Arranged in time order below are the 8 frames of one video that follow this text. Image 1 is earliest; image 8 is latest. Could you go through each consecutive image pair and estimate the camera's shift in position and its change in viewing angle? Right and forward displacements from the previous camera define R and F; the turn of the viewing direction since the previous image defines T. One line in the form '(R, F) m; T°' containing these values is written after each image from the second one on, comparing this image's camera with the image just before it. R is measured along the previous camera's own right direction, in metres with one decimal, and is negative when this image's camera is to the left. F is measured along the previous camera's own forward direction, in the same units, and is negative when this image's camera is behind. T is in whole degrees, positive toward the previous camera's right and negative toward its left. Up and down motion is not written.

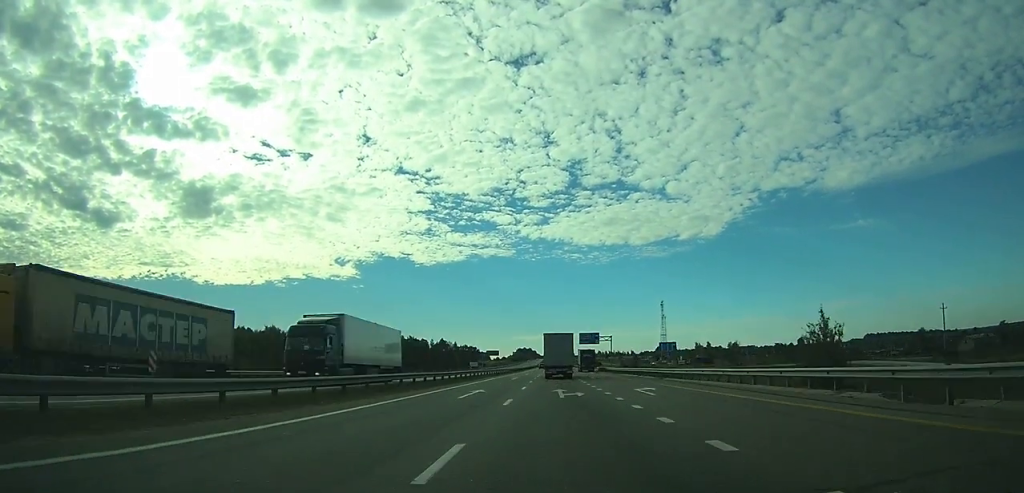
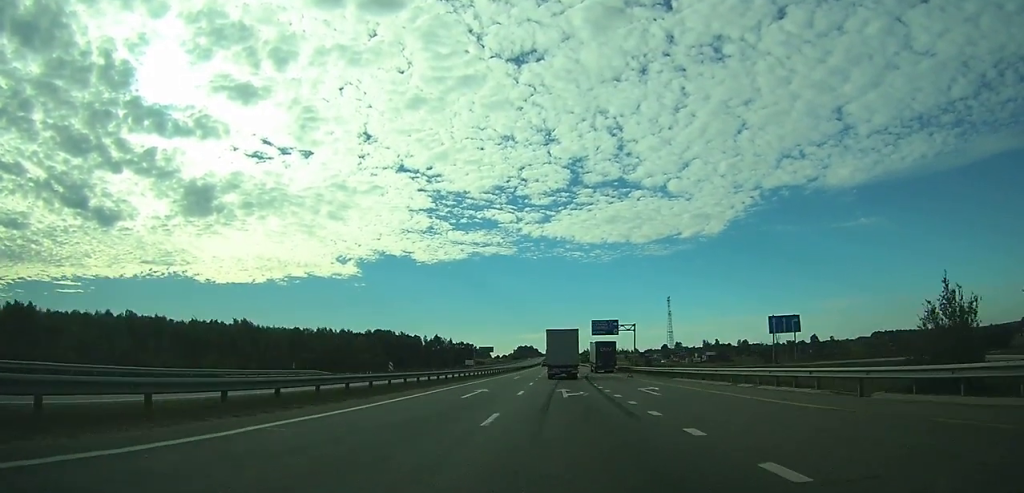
(0.0, +30.2) m; 0°
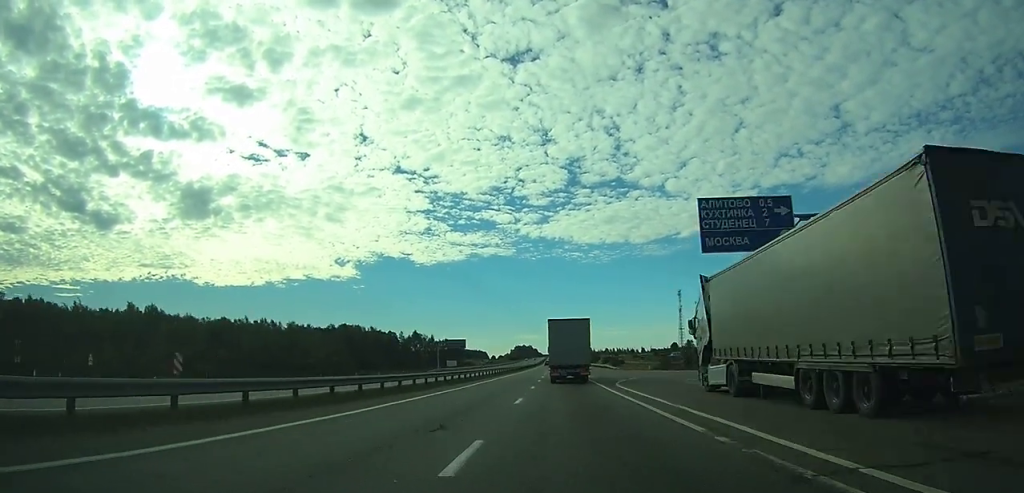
(-0.1, +64.7) m; 0°
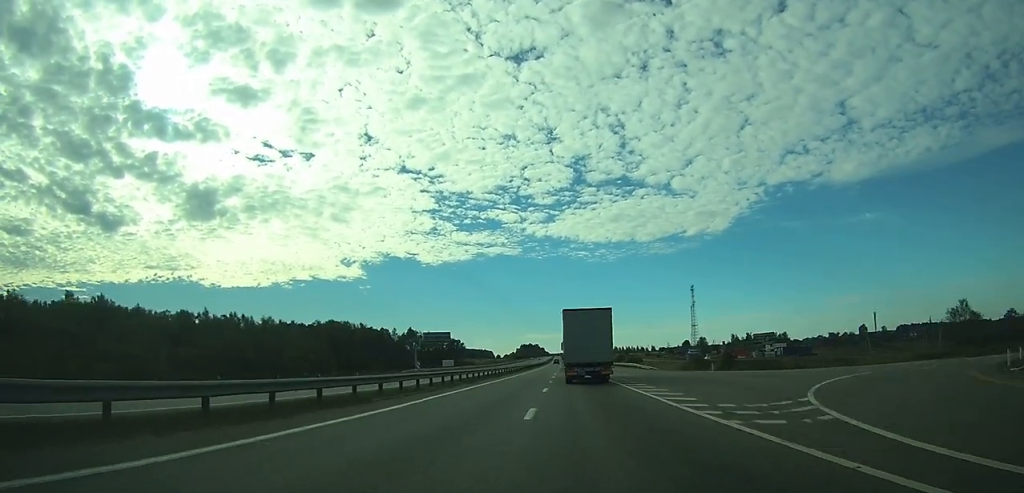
(-0.1, +29.2) m; 0°
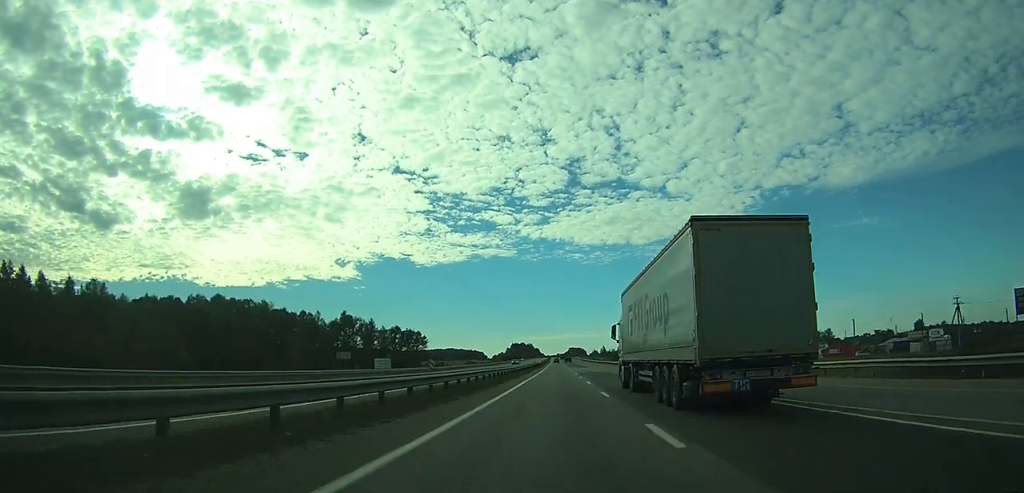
(-0.9, +99.0) m; 0°
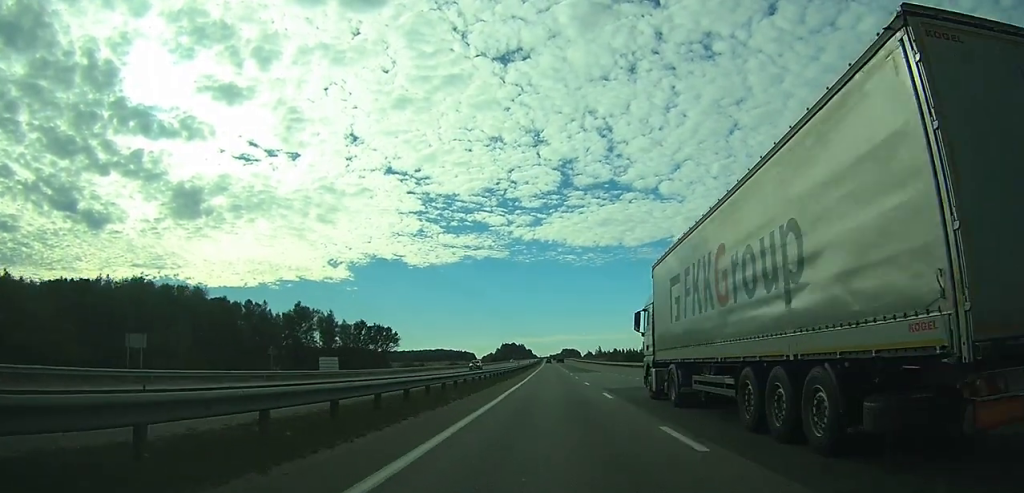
(+0.3, +36.3) m; +1°
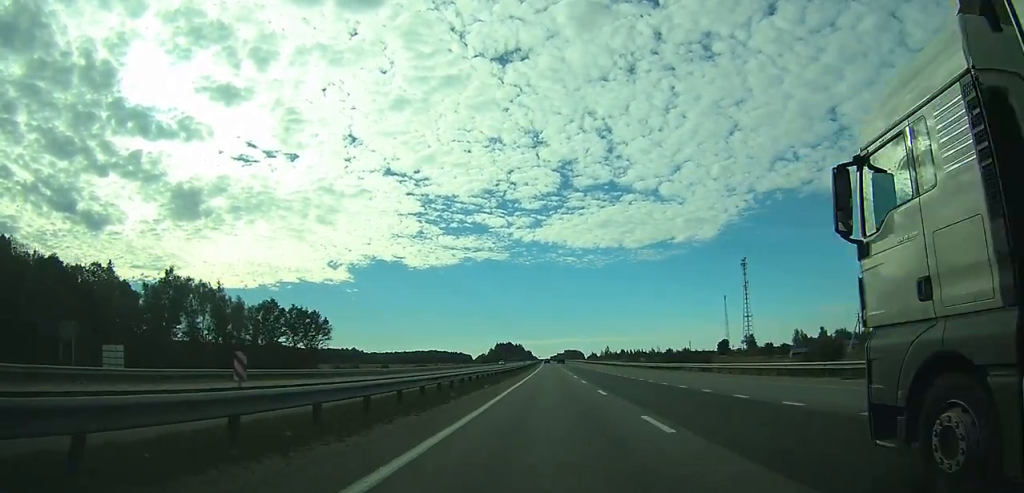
(+0.7, +69.1) m; +1°
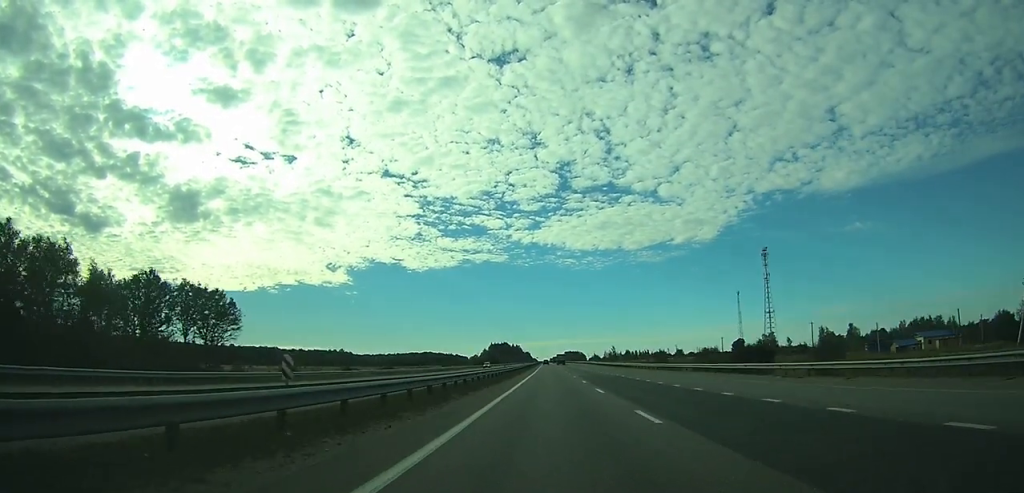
(0.0, +46.2) m; 0°
